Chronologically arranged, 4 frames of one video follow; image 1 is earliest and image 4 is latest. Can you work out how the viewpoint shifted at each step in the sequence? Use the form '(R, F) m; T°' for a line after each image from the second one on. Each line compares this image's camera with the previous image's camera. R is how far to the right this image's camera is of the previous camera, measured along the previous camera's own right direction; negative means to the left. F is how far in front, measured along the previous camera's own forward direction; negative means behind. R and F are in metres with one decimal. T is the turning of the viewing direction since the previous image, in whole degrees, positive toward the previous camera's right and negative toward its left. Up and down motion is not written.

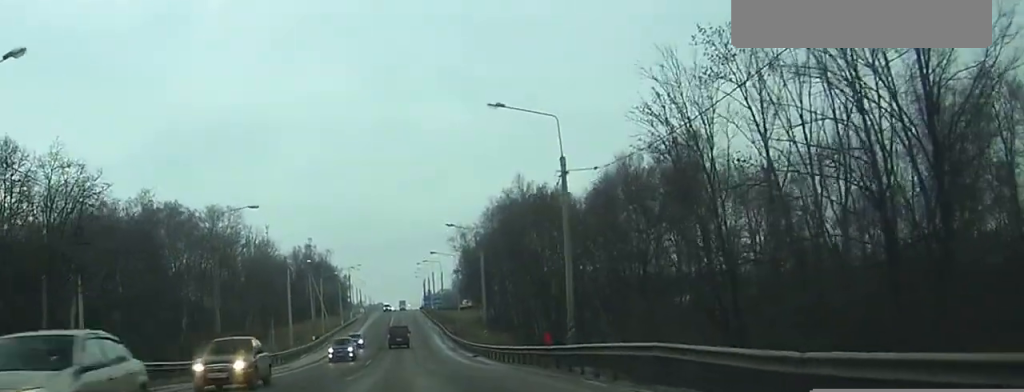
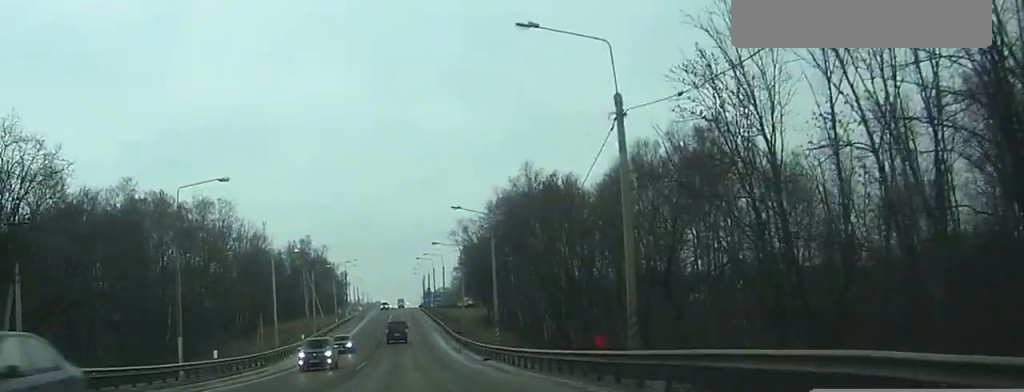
(-0.3, +8.4) m; -2°
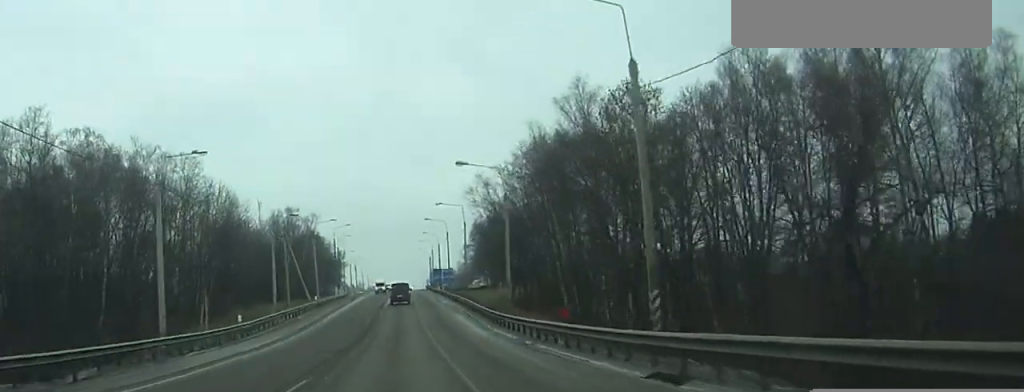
(+0.1, +33.5) m; +2°
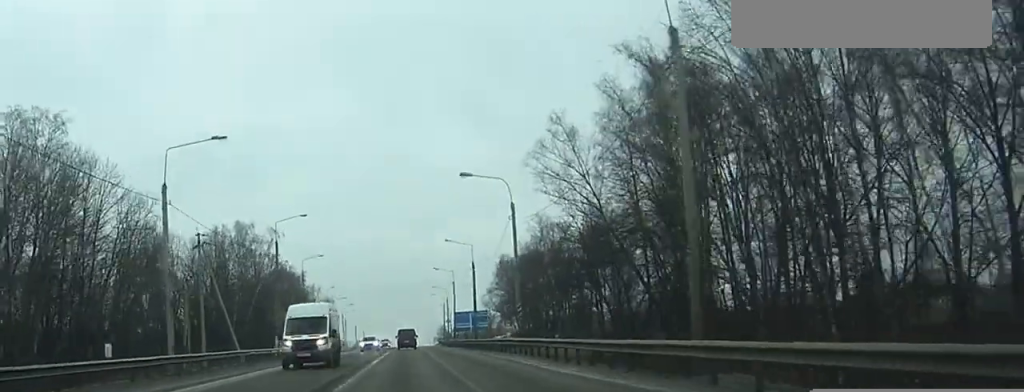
(+0.5, +63.5) m; 0°
